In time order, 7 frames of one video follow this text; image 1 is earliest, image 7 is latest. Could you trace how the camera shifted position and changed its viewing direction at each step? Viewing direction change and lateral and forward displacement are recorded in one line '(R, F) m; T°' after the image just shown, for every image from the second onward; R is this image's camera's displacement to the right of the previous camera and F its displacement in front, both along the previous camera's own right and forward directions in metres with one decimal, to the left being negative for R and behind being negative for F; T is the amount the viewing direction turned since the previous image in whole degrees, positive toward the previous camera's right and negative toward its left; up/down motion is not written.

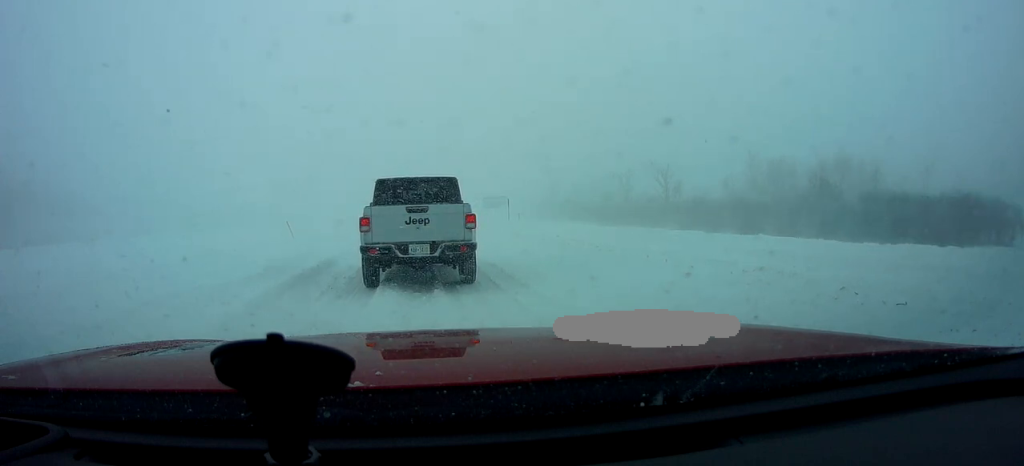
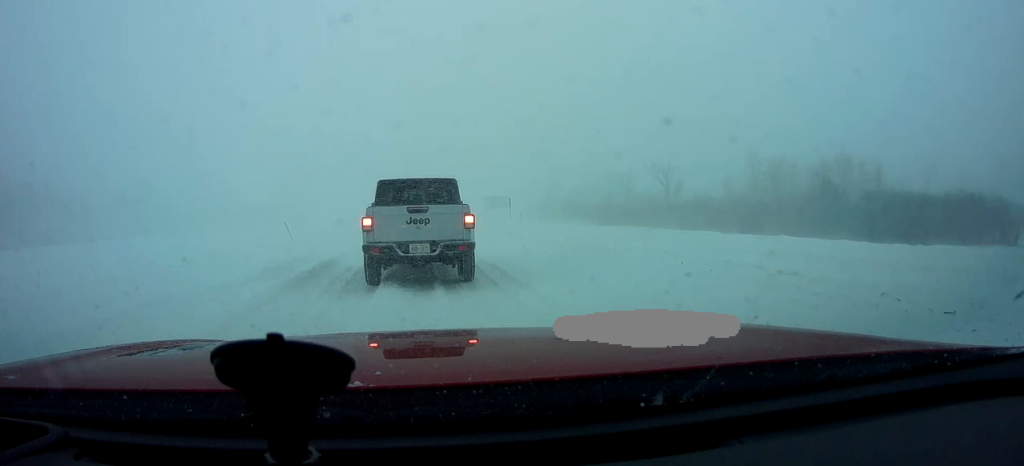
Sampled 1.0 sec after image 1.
(0.0, 0.0) m; 0°
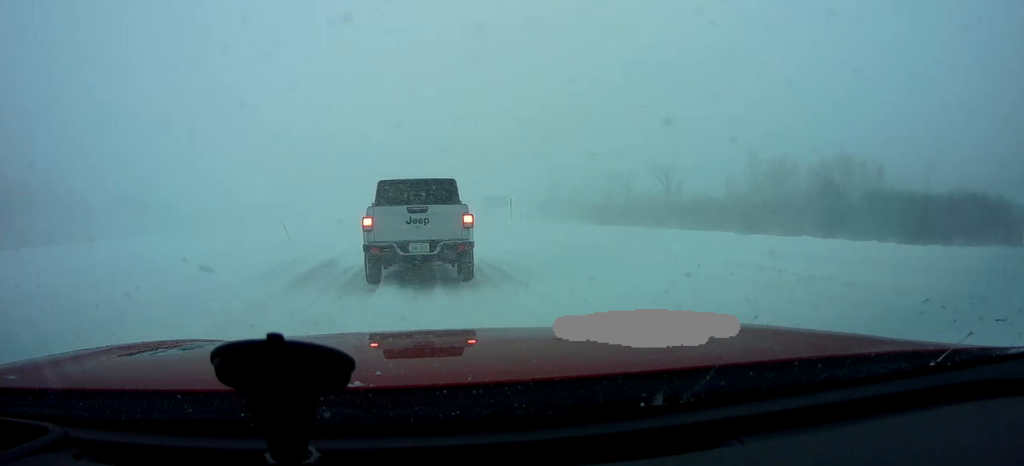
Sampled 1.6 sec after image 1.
(+0.1, +0.2) m; 0°
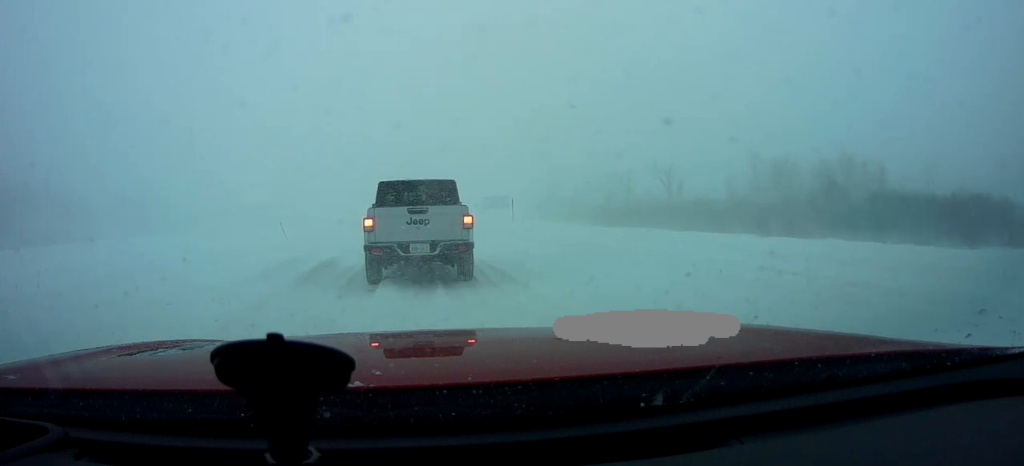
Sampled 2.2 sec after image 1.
(+0.2, +0.2) m; 0°
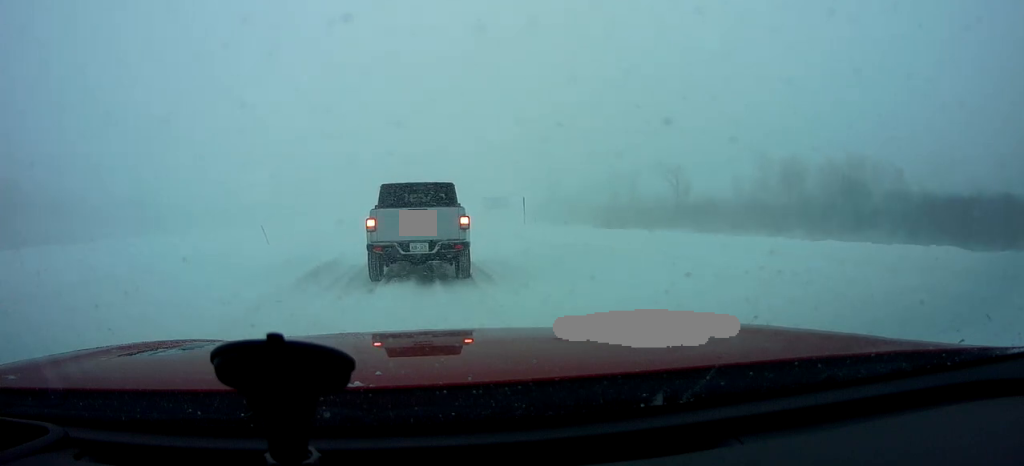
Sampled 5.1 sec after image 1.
(-0.3, +3.1) m; +3°
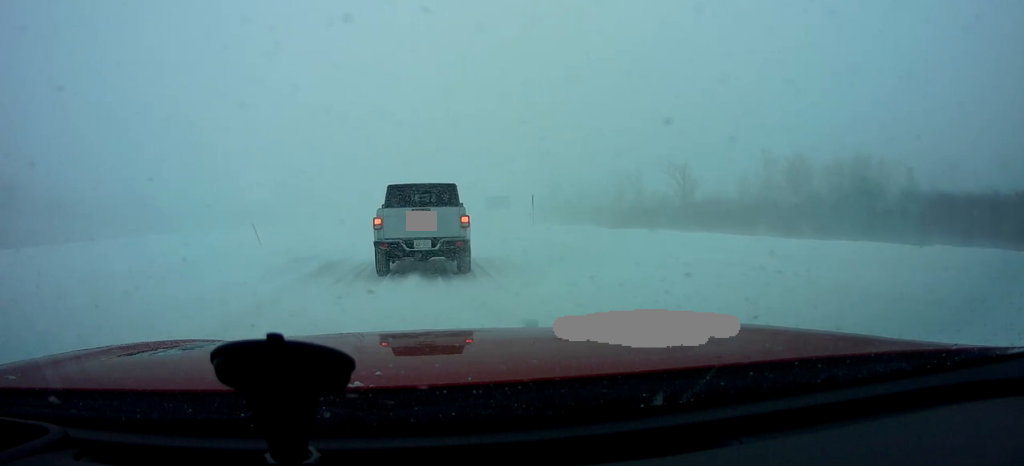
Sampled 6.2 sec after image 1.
(+0.9, +1.7) m; 0°
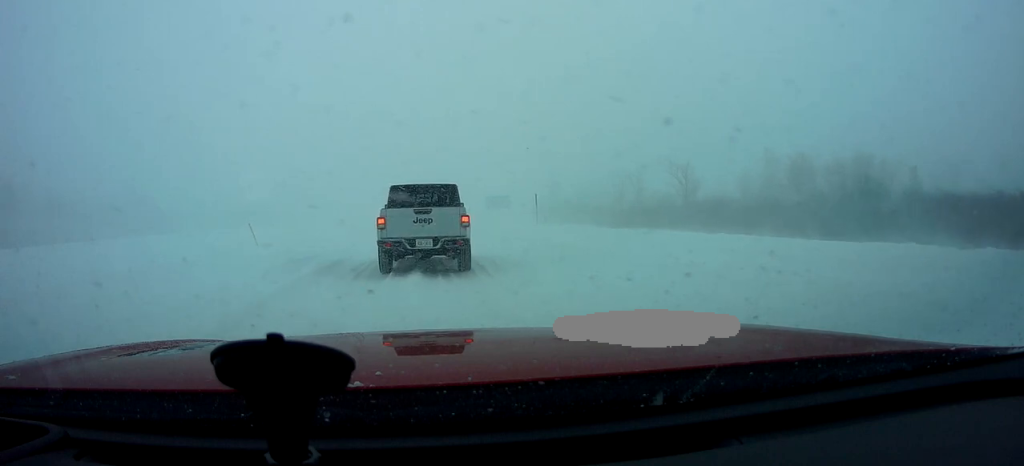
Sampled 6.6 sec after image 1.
(-0.5, +0.1) m; 0°
